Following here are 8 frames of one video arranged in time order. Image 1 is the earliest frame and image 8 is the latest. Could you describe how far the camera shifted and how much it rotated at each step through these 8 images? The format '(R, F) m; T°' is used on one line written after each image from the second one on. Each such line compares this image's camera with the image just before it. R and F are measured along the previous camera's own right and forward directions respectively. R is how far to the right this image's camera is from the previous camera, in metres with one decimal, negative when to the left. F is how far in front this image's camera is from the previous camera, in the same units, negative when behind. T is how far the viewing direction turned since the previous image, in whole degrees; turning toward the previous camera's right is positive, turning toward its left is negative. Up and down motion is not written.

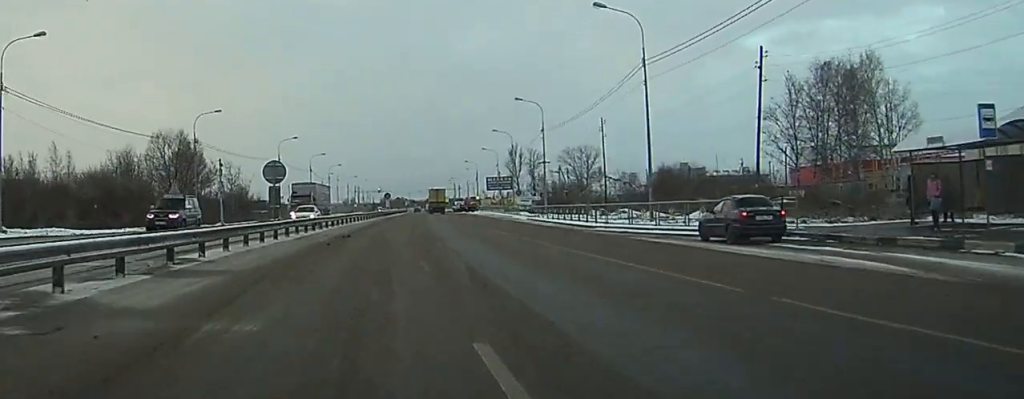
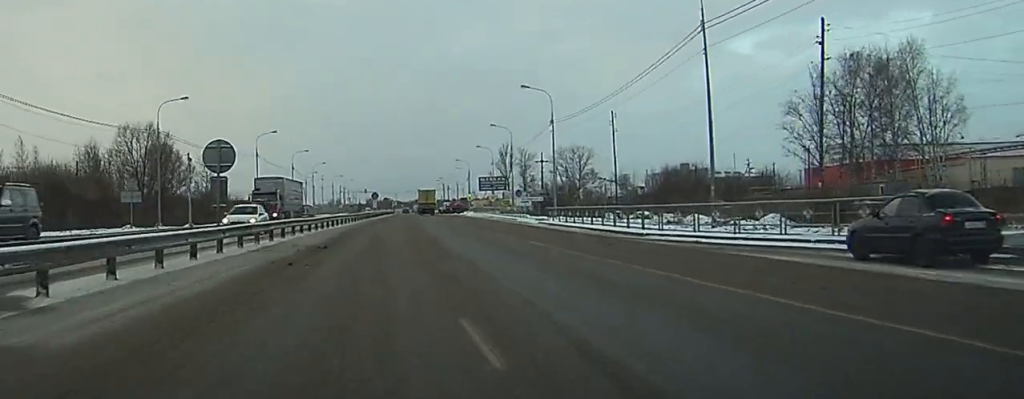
(+0.2, +10.2) m; +1°
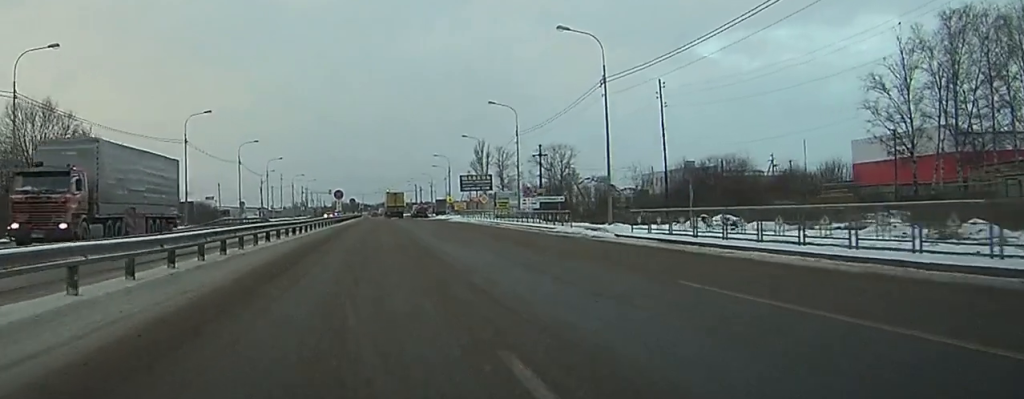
(+0.3, +25.9) m; +2°
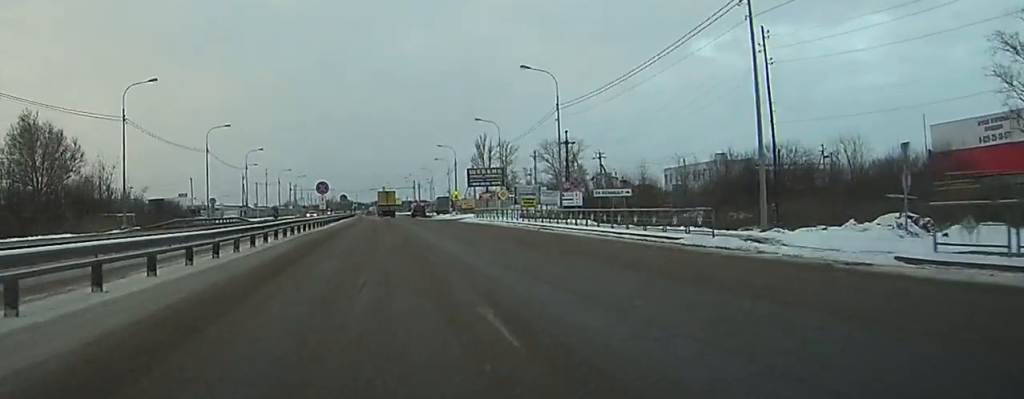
(+0.4, +20.4) m; +1°
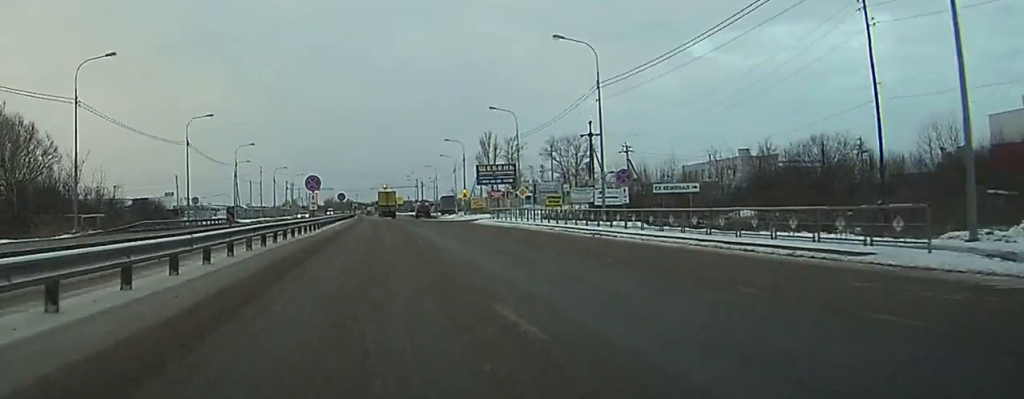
(0.0, +11.2) m; 0°
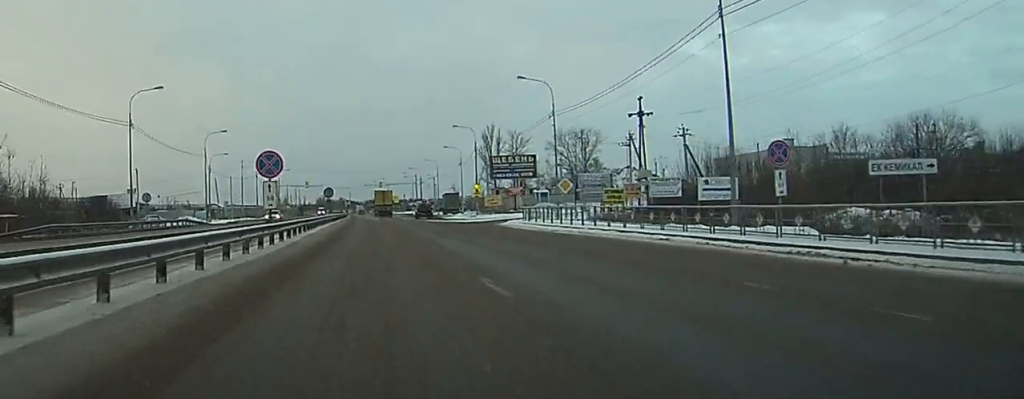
(+0.1, +19.9) m; +1°
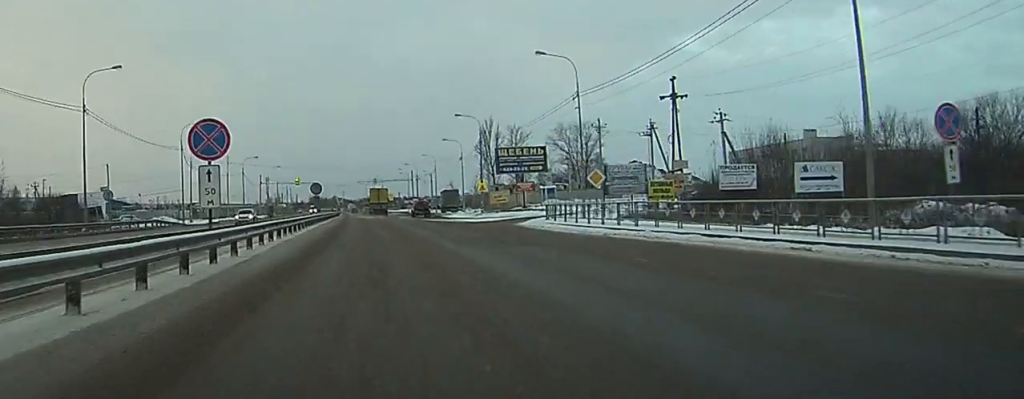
(0.0, +9.9) m; 0°
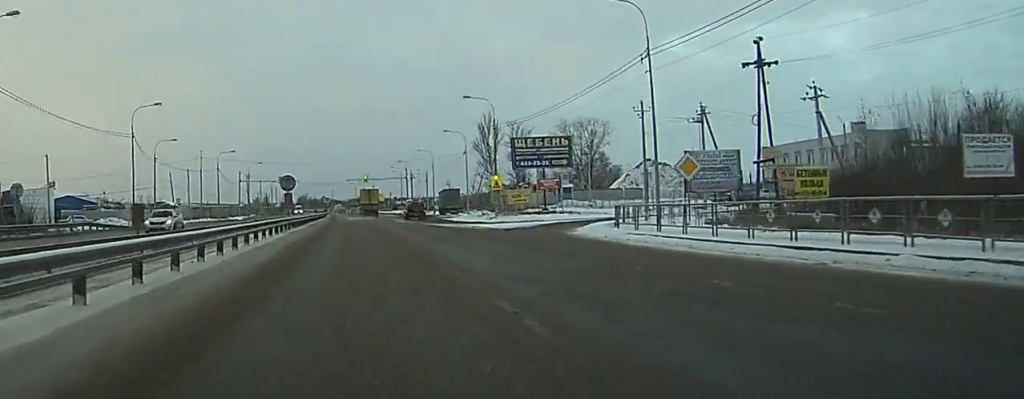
(+0.1, +17.0) m; 0°
